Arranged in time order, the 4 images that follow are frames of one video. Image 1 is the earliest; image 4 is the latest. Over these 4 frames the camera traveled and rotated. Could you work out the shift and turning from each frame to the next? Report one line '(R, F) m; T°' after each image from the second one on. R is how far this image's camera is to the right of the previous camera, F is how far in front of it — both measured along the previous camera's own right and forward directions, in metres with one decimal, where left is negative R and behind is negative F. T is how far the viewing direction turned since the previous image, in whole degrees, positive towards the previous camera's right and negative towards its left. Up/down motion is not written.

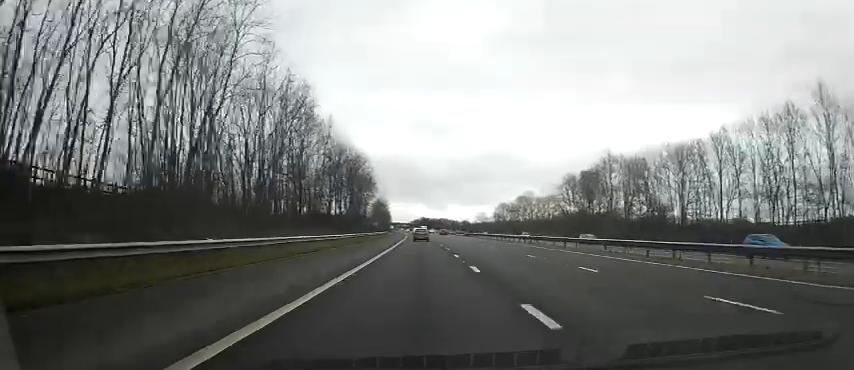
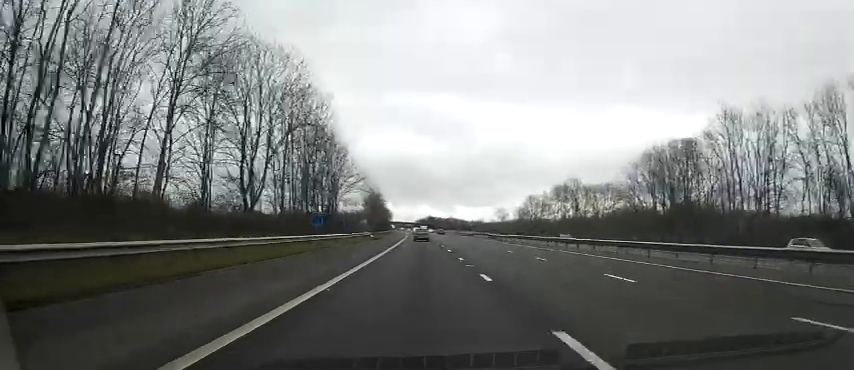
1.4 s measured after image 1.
(+0.5, +38.7) m; 0°
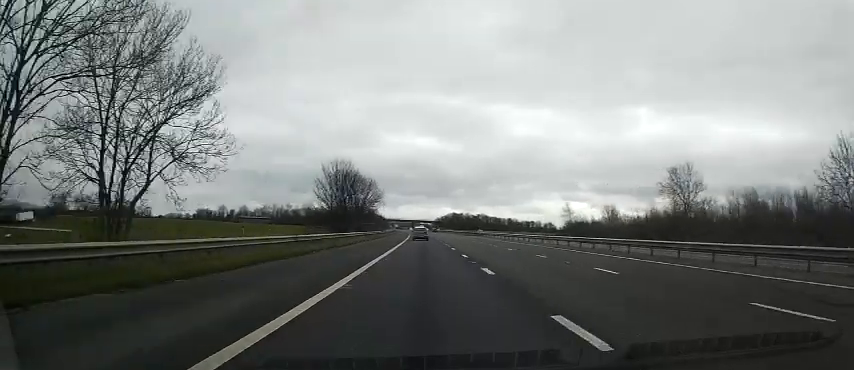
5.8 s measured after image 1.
(-5.2, +122.6) m; -3°
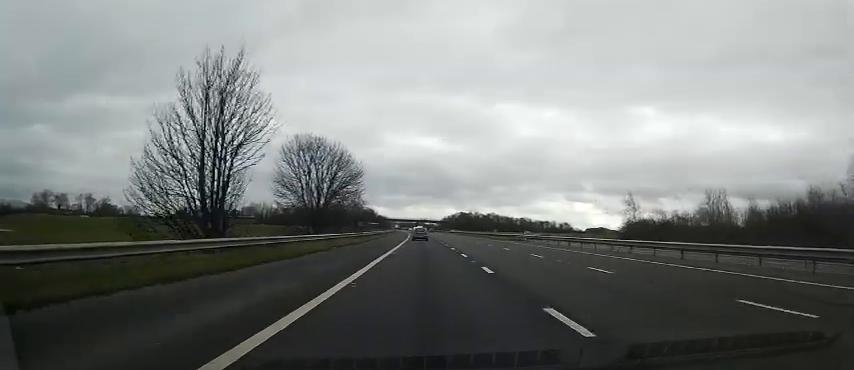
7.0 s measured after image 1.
(-0.2, +36.0) m; -1°
